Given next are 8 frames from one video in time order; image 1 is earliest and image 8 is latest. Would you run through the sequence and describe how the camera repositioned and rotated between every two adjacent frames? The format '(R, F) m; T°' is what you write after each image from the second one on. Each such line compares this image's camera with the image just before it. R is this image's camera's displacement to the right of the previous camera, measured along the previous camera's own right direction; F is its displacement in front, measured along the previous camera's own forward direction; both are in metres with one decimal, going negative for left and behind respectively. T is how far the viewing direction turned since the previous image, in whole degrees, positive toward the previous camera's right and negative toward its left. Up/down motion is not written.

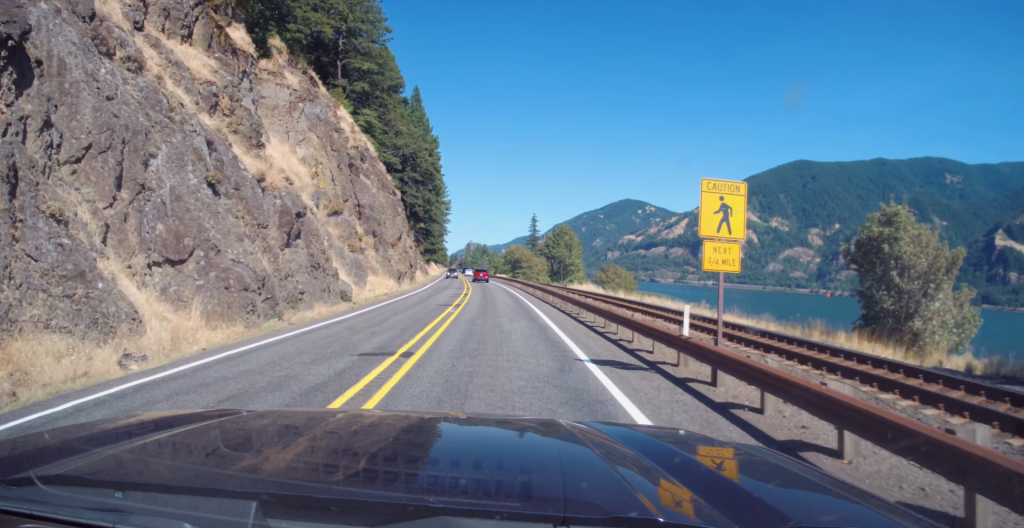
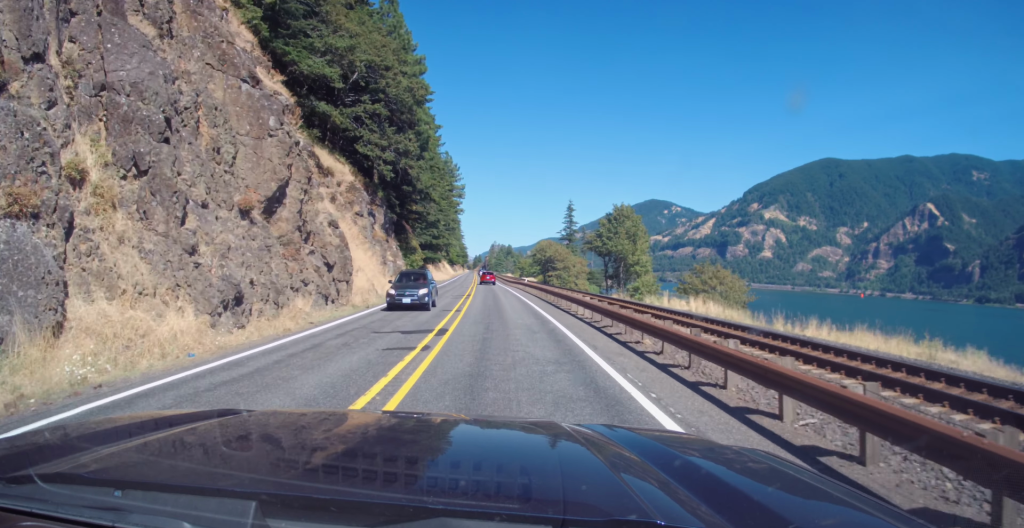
(-0.5, +36.0) m; -2°
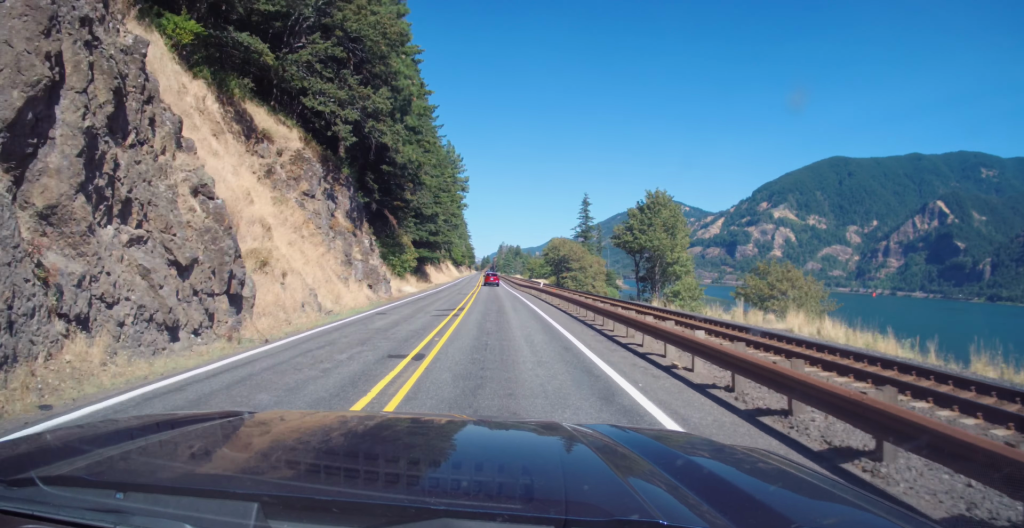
(-0.1, +13.5) m; -1°
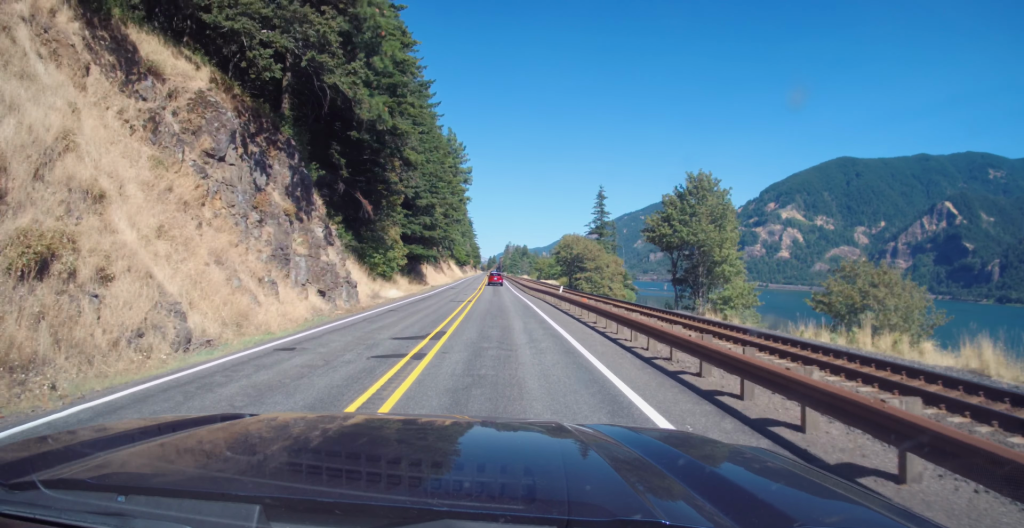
(-0.2, +11.7) m; 0°
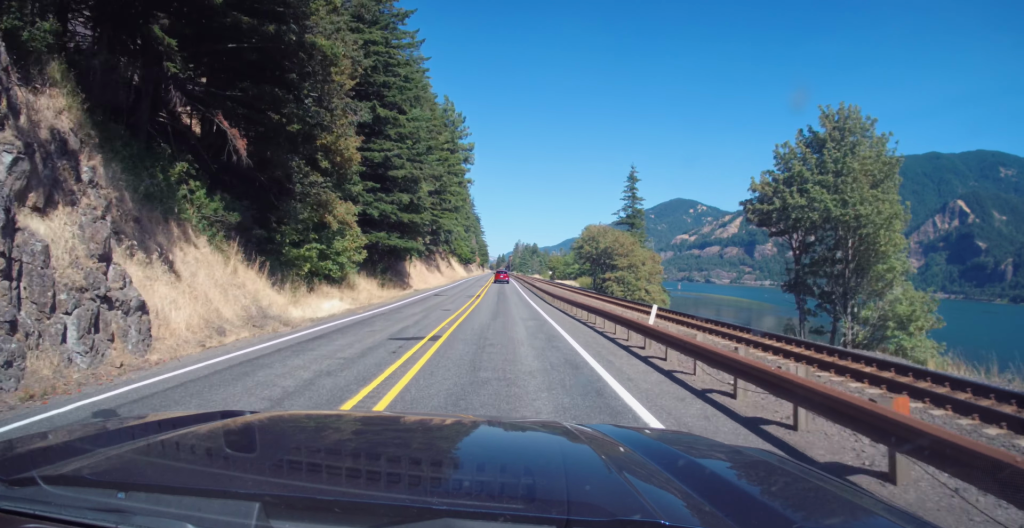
(-0.2, +20.3) m; -1°
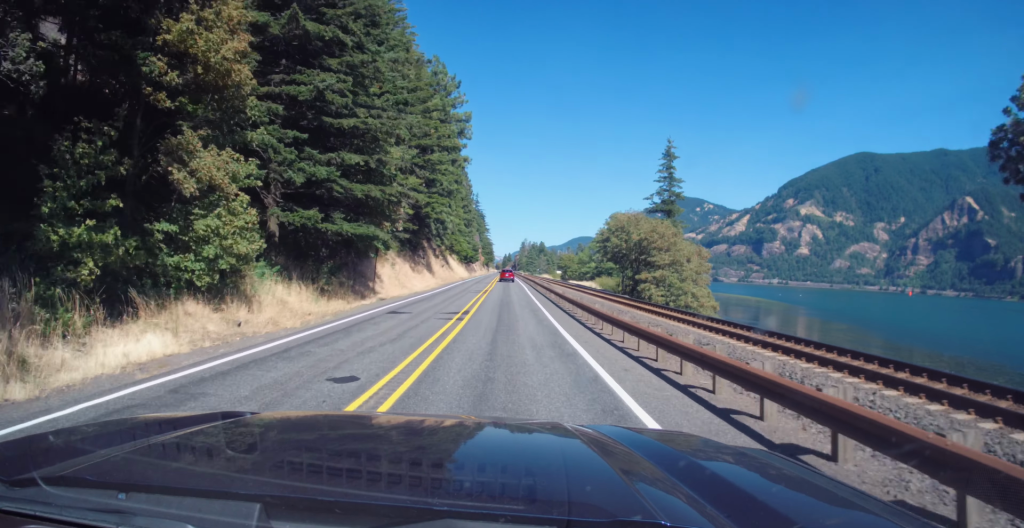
(+0.1, +18.5) m; -1°
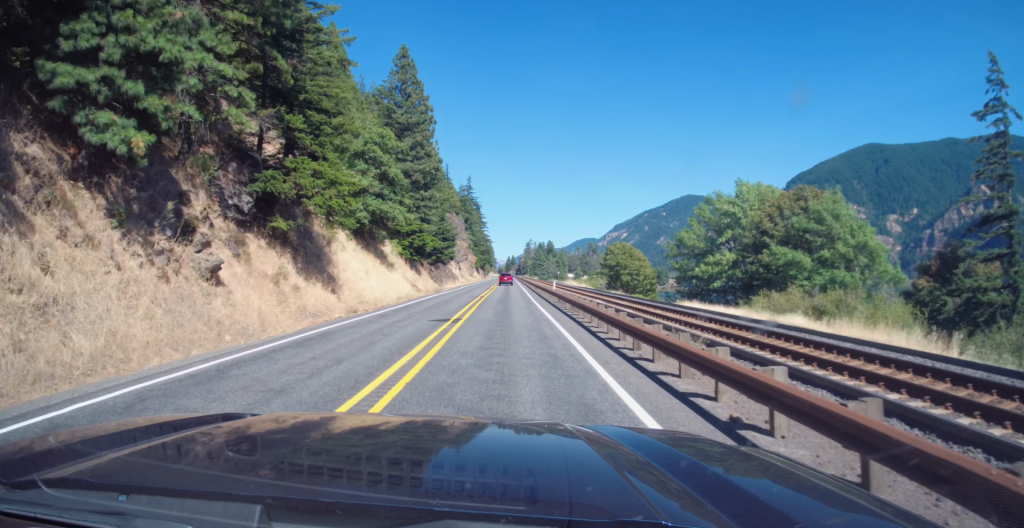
(-0.6, +76.6) m; 0°
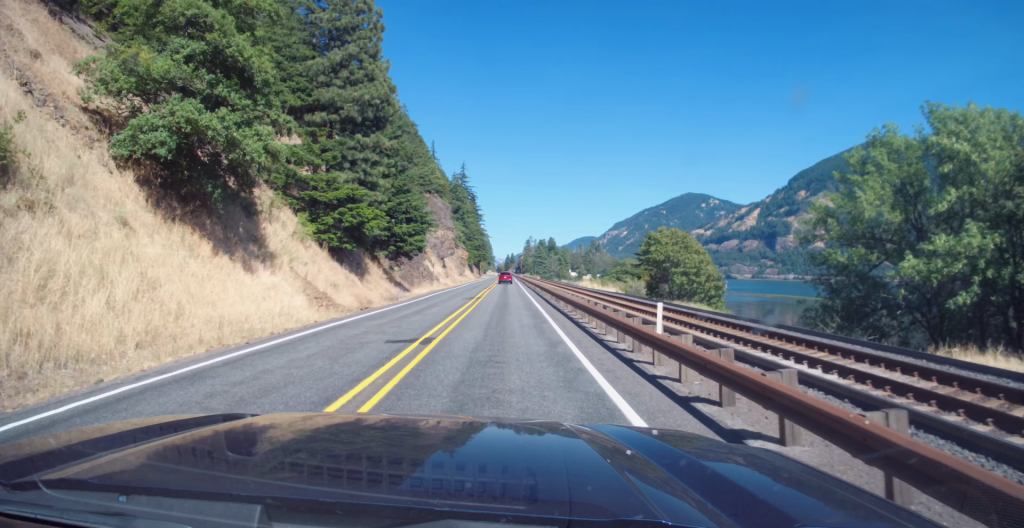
(-0.4, +28.3) m; 0°
